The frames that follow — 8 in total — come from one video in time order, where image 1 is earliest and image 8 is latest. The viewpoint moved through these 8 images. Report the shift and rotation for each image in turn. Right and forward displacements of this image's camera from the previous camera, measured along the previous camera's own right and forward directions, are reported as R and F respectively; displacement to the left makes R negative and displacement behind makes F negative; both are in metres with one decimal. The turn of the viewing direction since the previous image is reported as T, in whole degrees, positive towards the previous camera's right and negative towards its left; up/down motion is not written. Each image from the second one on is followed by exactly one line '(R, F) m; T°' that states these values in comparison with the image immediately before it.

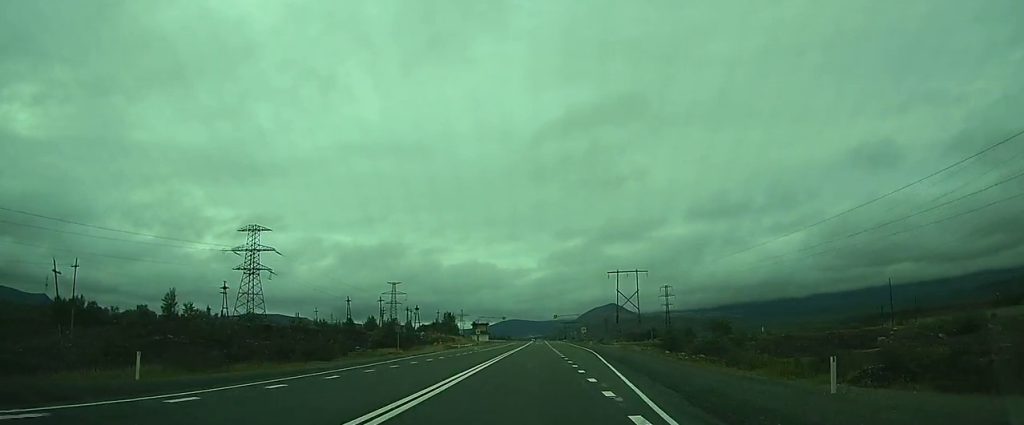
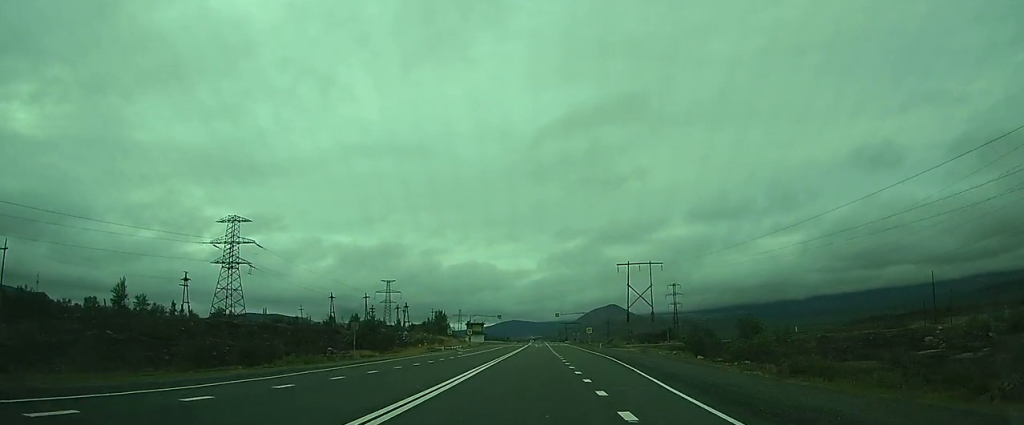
(0.0, +15.2) m; 0°
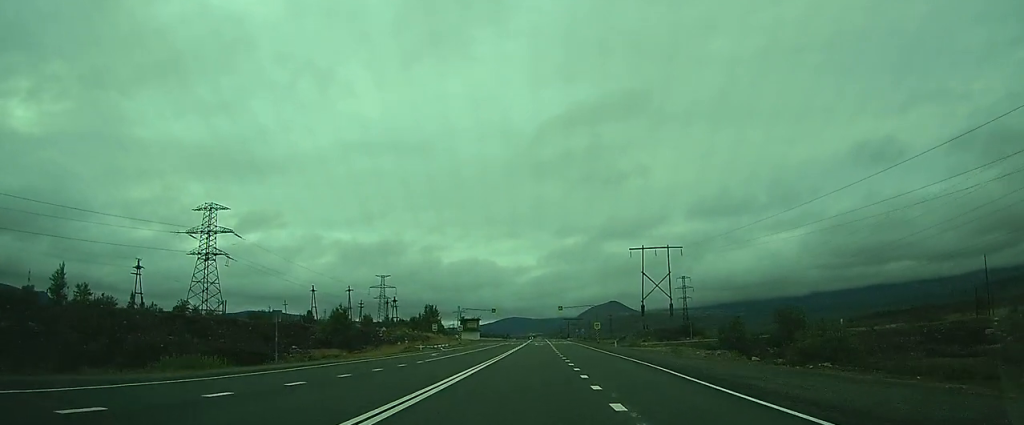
(0.0, +15.2) m; 0°
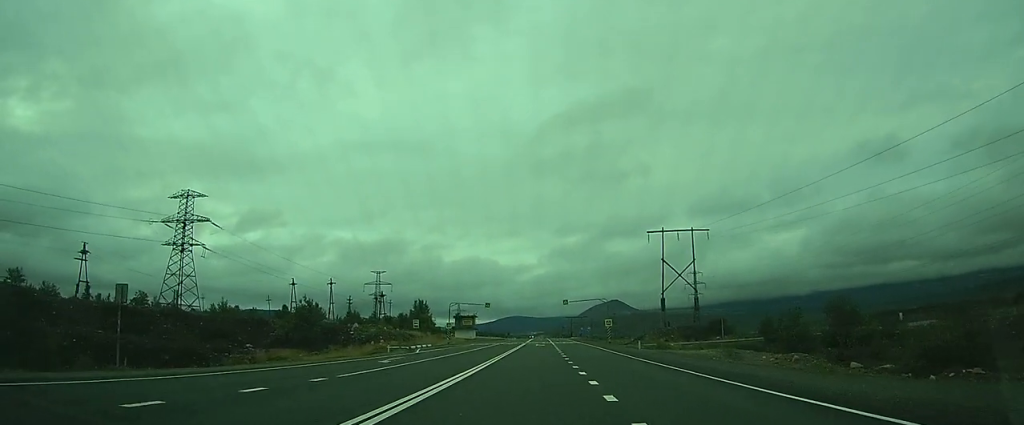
(0.0, +14.5) m; +1°
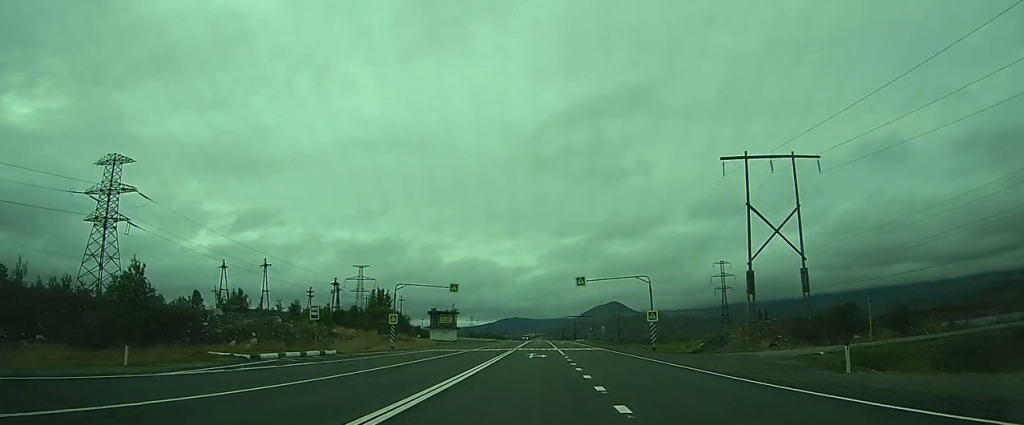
(+0.4, +33.9) m; +1°
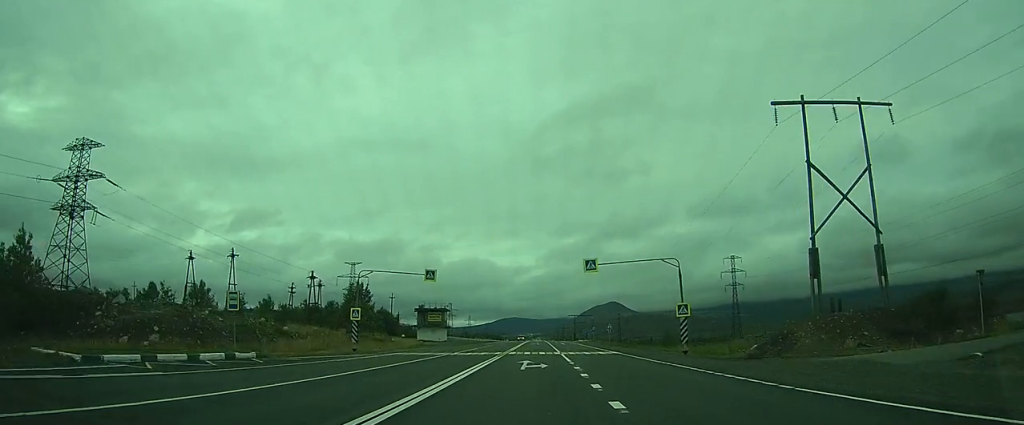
(0.0, +11.5) m; 0°
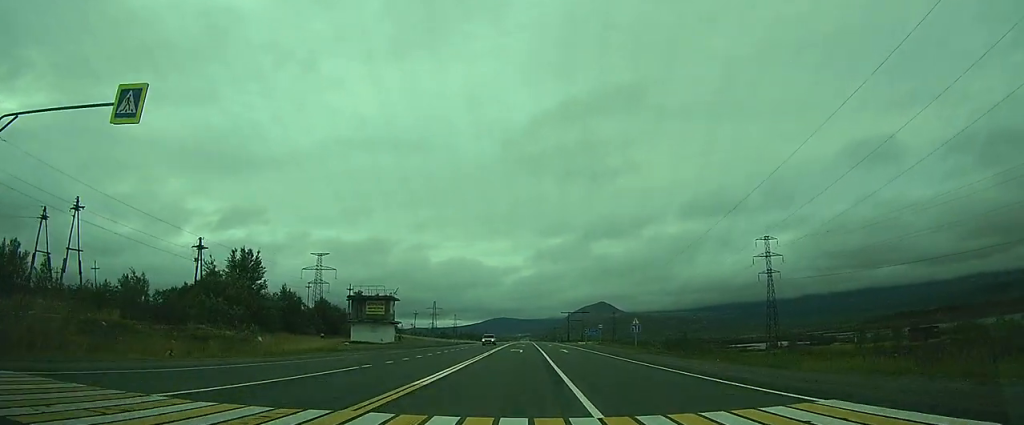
(0.0, +34.5) m; 0°
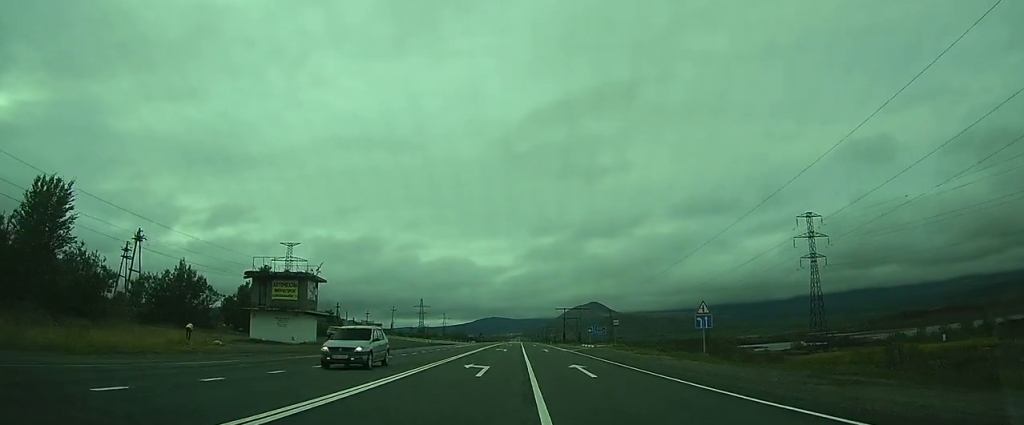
(-0.1, +27.1) m; -1°
